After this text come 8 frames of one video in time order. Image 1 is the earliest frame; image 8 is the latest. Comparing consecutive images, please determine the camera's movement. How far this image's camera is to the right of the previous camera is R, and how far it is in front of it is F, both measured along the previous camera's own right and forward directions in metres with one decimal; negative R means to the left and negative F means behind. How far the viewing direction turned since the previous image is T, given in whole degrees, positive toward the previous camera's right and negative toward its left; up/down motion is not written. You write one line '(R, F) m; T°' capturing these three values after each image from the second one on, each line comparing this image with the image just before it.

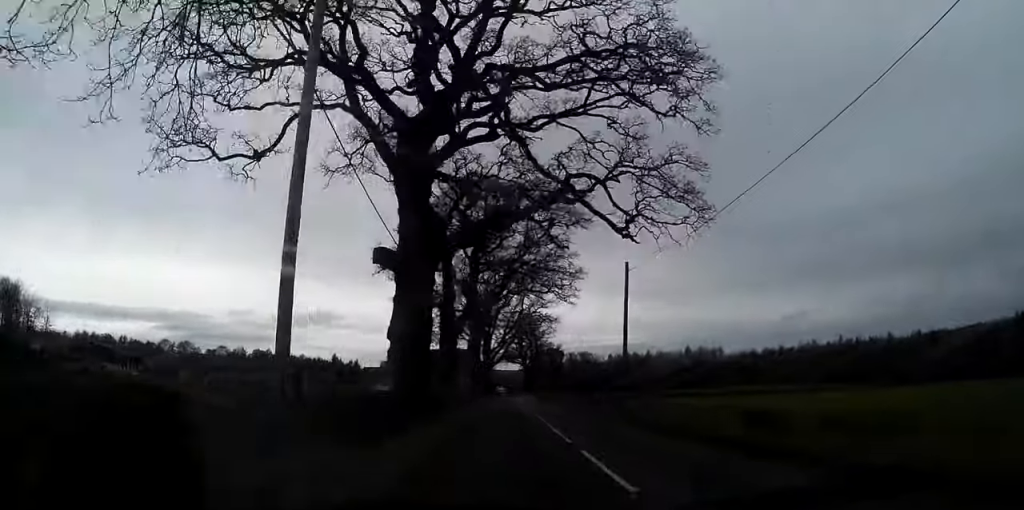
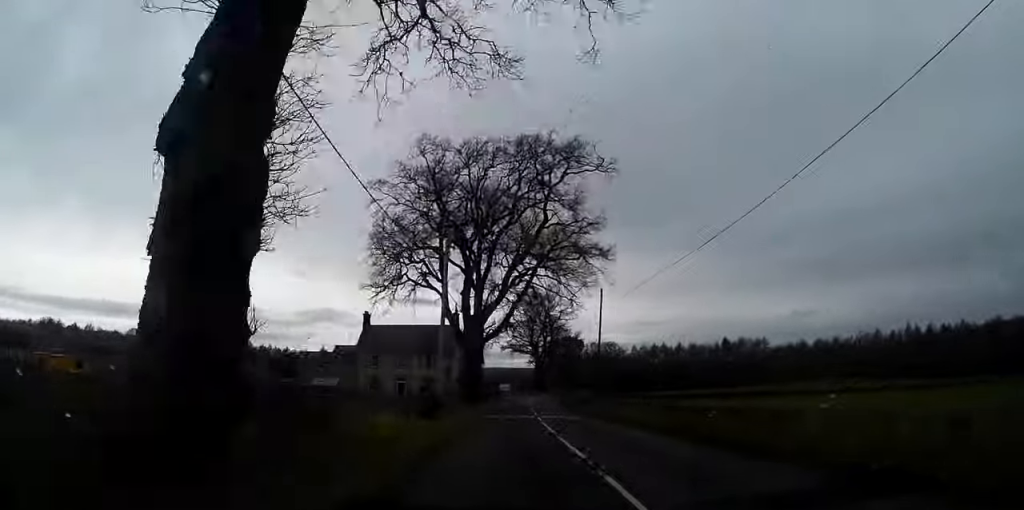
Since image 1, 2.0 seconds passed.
(-0.1, +49.3) m; 0°
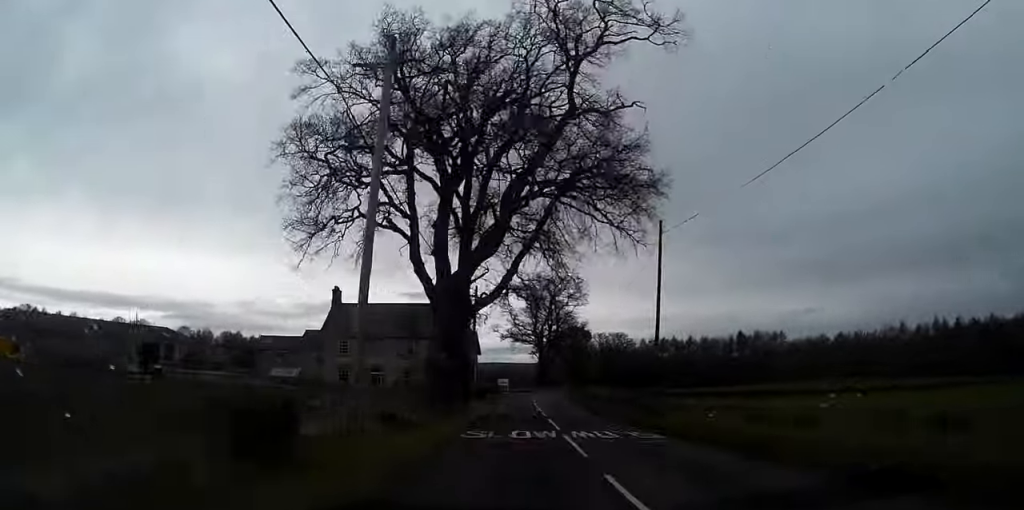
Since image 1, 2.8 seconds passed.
(0.0, +17.6) m; 0°
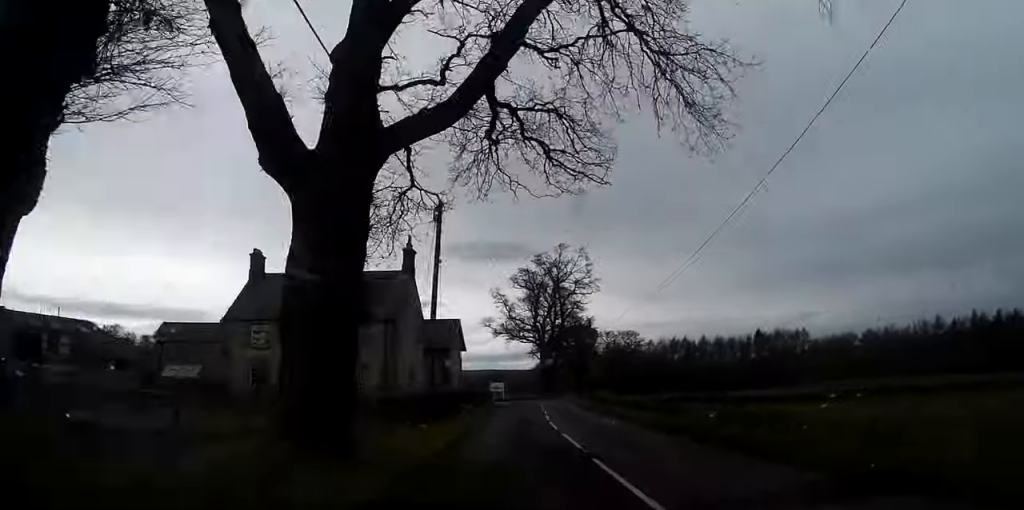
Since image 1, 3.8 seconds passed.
(+0.1, +24.8) m; +1°
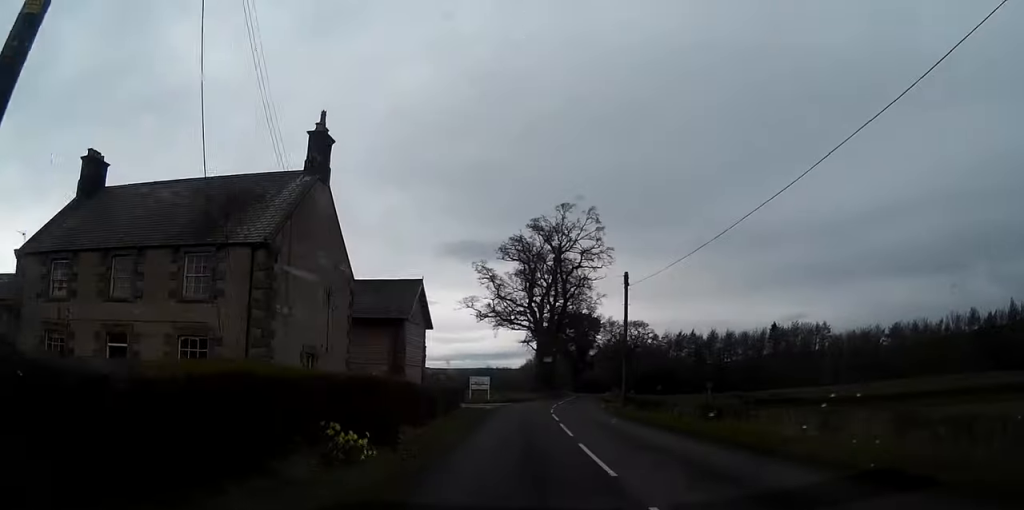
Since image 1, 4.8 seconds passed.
(+0.2, +23.9) m; +1°
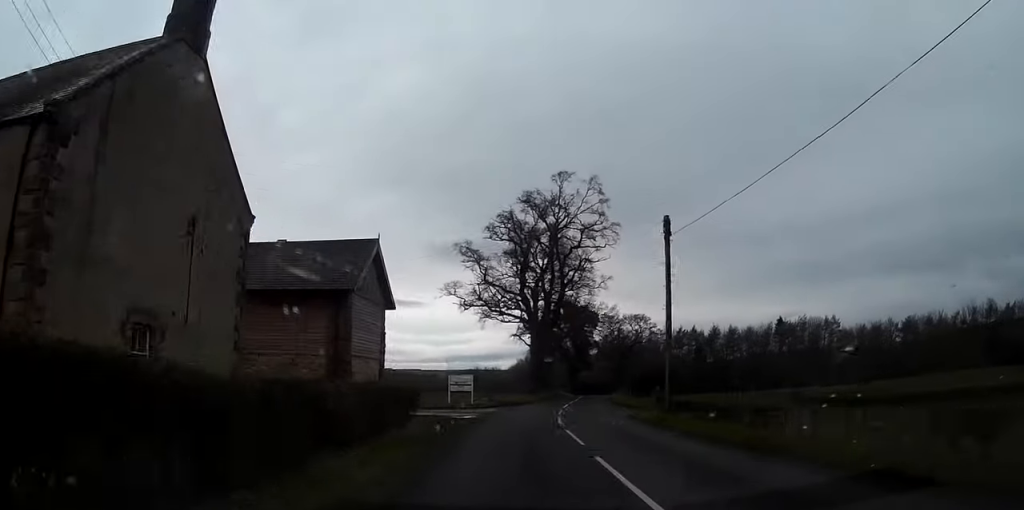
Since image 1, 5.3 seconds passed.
(0.0, +12.7) m; +1°
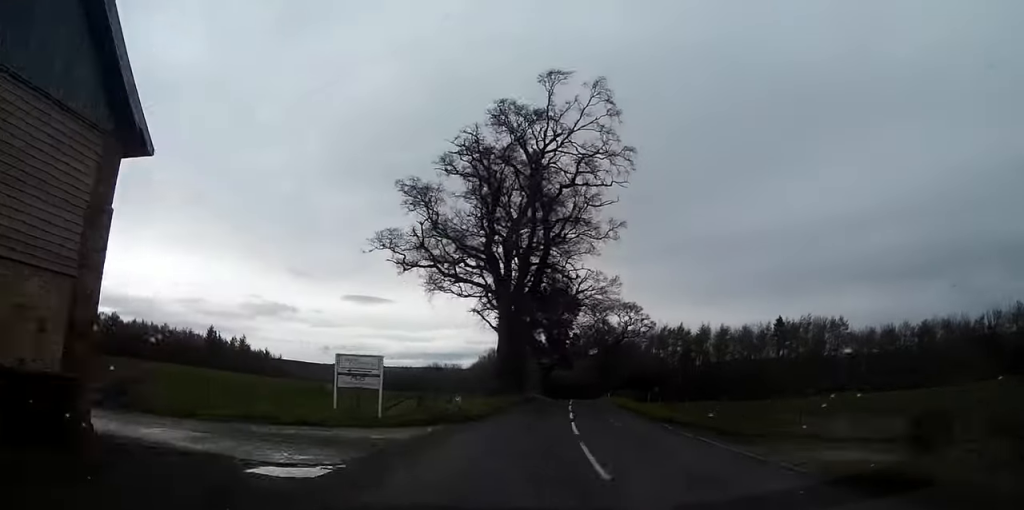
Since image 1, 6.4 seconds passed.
(+0.5, +24.7) m; +3°
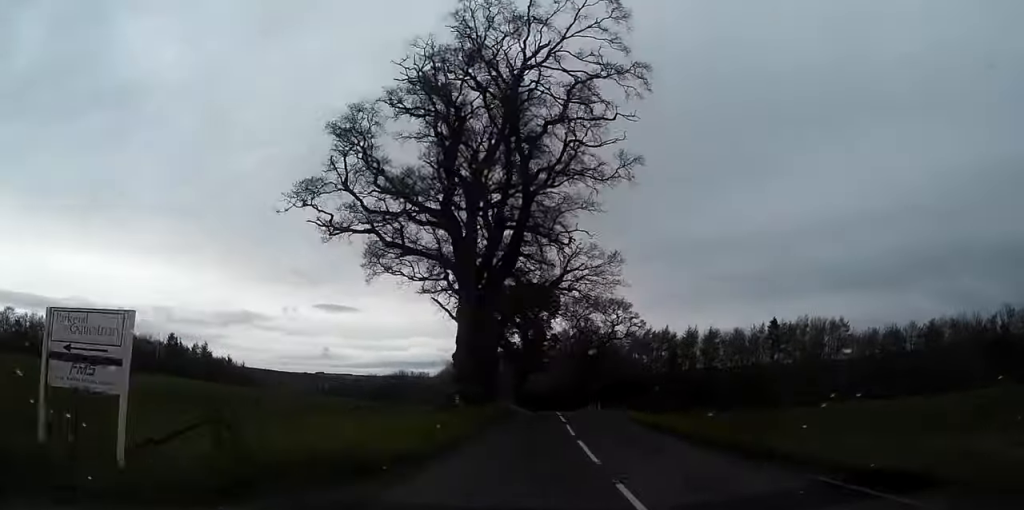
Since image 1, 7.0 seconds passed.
(+0.3, +15.2) m; +2°
